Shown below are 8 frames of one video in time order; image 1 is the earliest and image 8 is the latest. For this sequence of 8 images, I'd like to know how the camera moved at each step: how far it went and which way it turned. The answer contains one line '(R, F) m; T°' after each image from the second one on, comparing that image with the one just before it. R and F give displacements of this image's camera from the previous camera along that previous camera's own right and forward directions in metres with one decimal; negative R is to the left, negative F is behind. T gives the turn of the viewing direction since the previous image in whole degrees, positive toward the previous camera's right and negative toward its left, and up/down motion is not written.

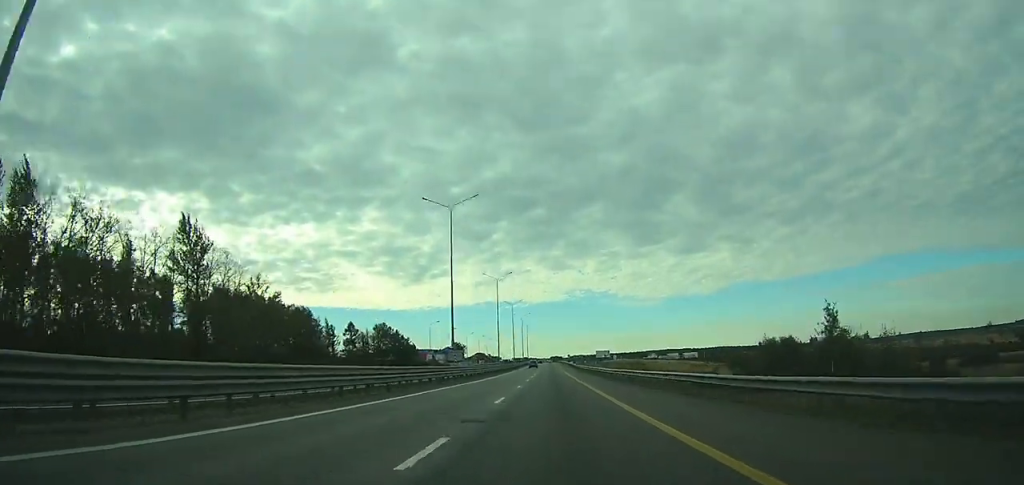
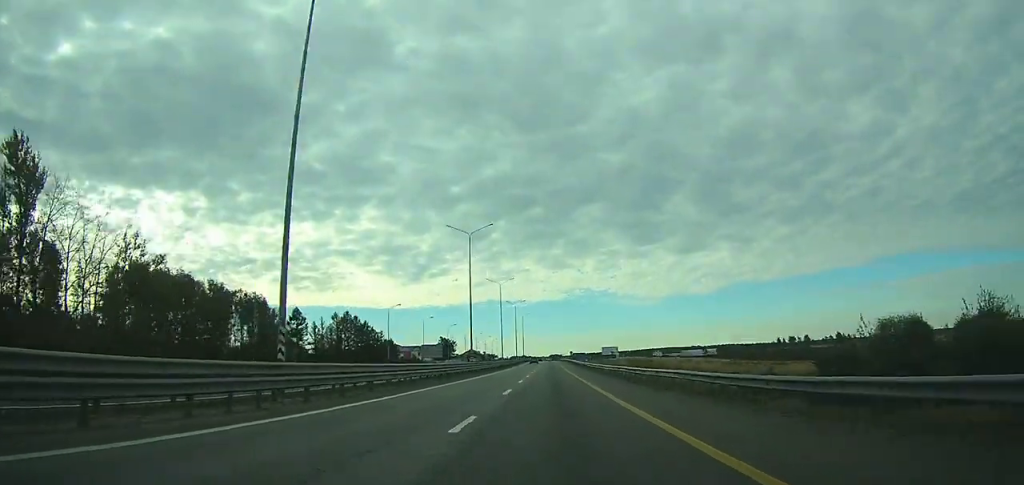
(0.0, +34.3) m; 0°
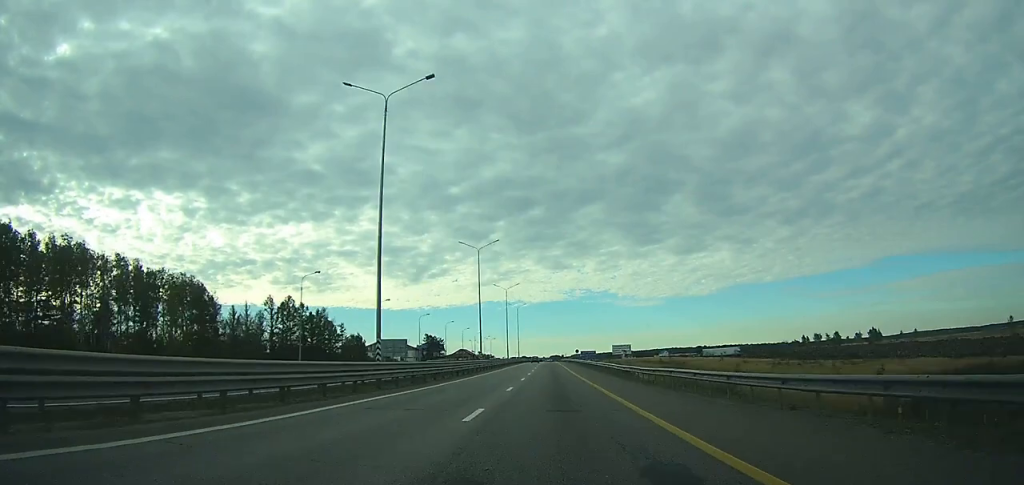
(0.0, +37.3) m; 0°
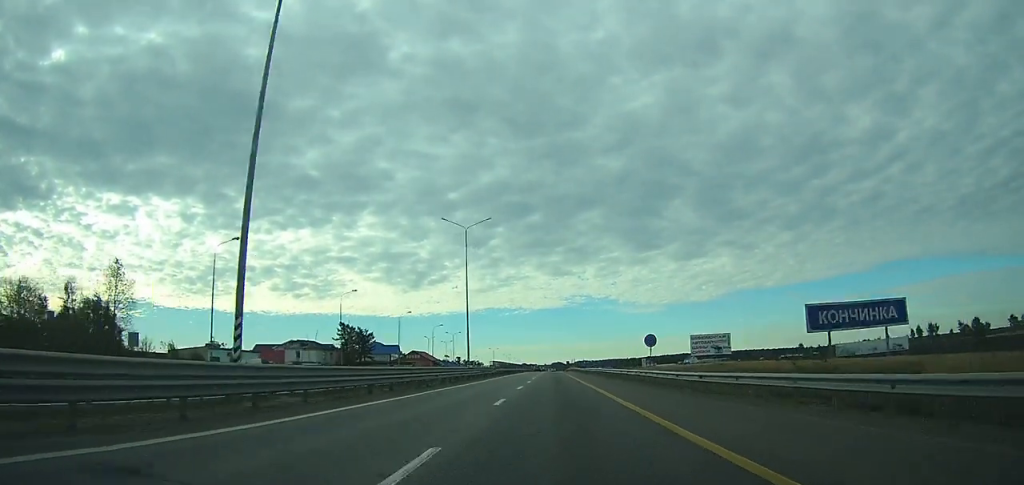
(+0.3, +112.5) m; 0°
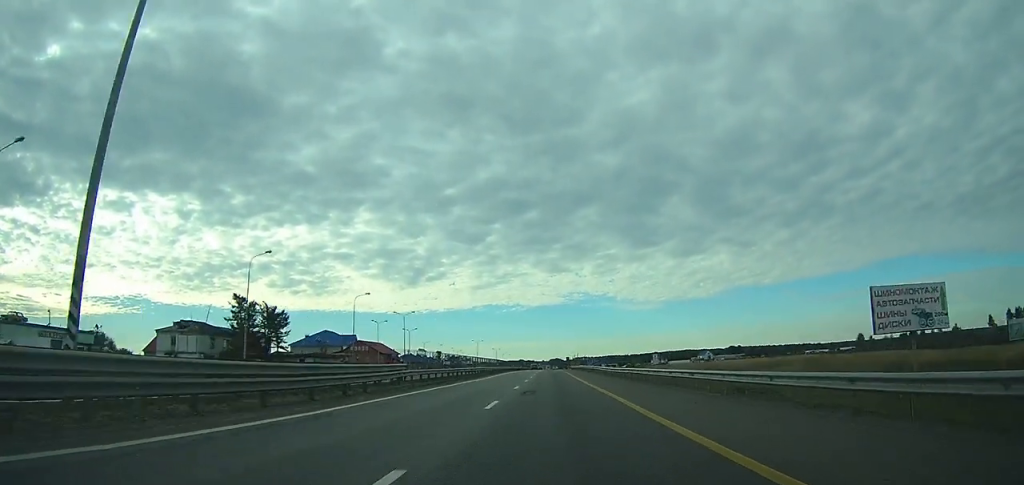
(+0.1, +51.0) m; 0°
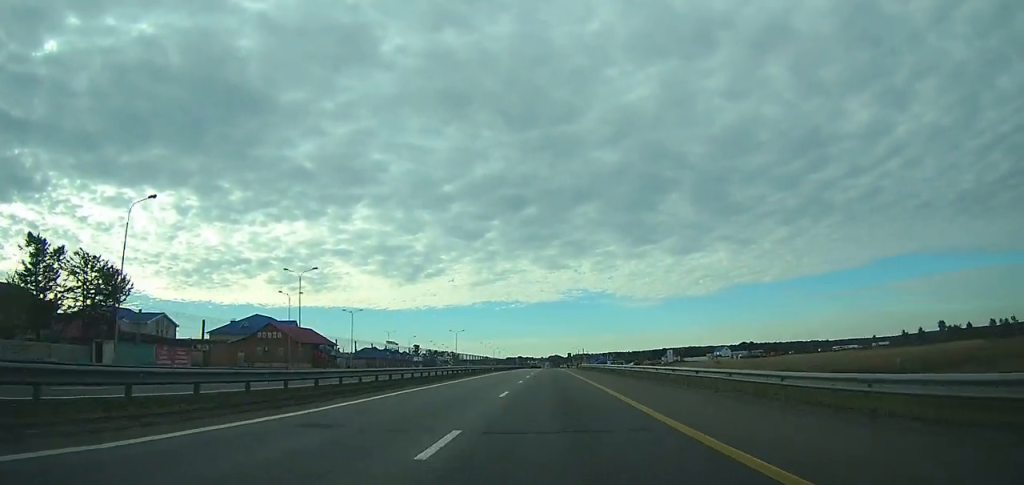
(-0.1, +43.0) m; 0°
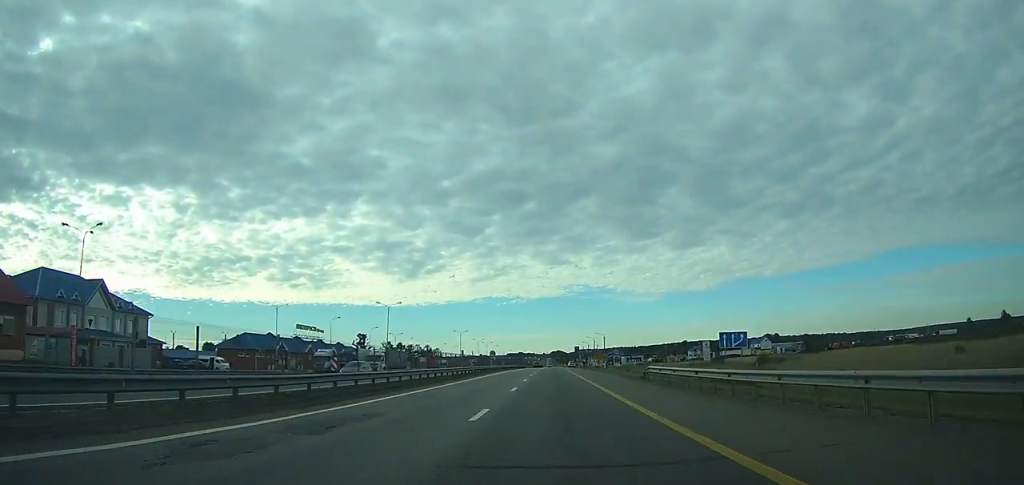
(-0.1, +66.5) m; 0°
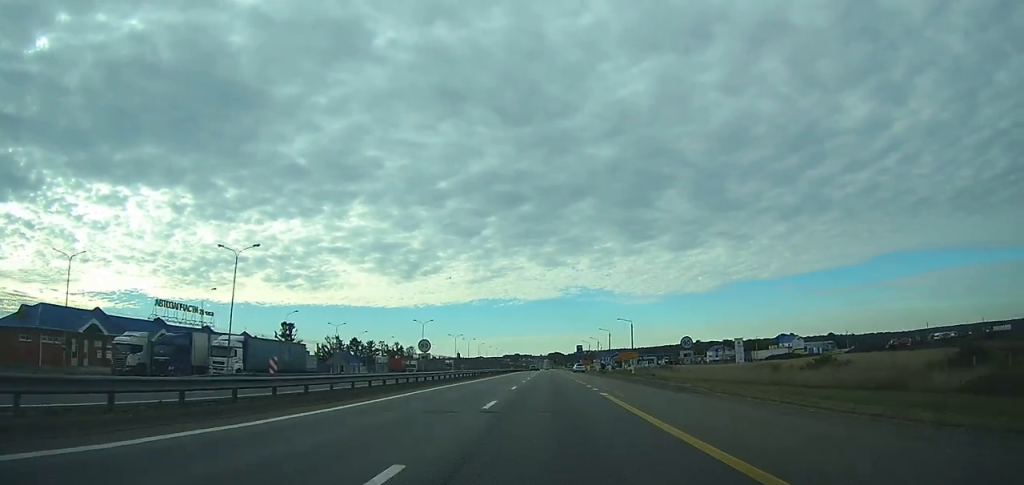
(0.0, +47.2) m; 0°
